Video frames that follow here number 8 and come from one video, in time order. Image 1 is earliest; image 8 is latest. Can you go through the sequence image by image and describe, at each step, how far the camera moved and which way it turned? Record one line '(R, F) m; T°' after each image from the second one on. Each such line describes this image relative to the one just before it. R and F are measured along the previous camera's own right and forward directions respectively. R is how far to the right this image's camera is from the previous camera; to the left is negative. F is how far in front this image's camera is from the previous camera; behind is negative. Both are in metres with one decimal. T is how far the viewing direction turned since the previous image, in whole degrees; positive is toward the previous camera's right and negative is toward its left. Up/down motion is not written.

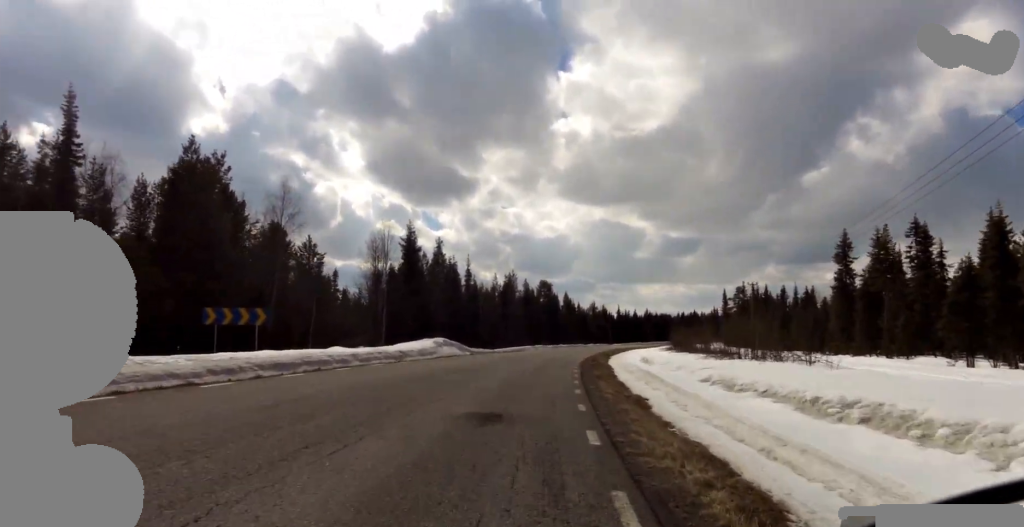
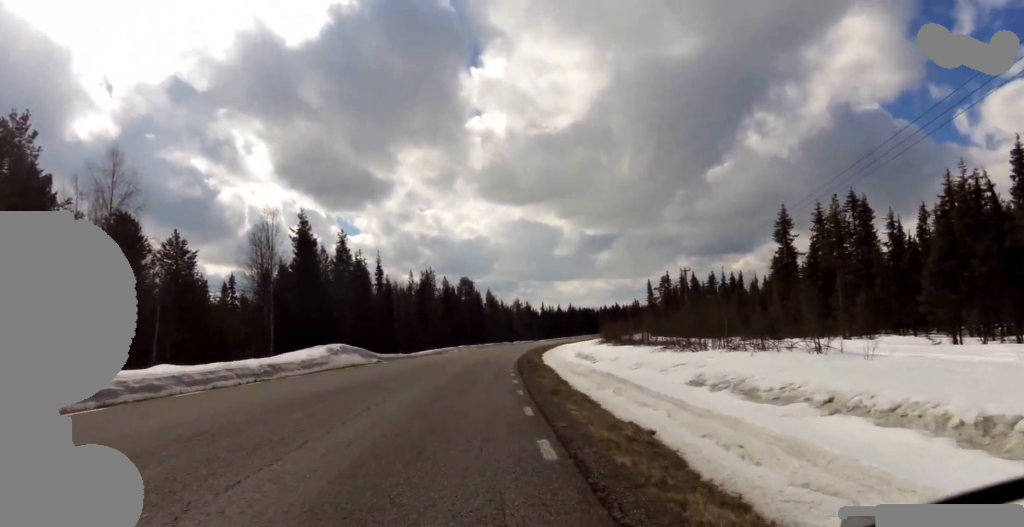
(+0.5, +7.4) m; +2°
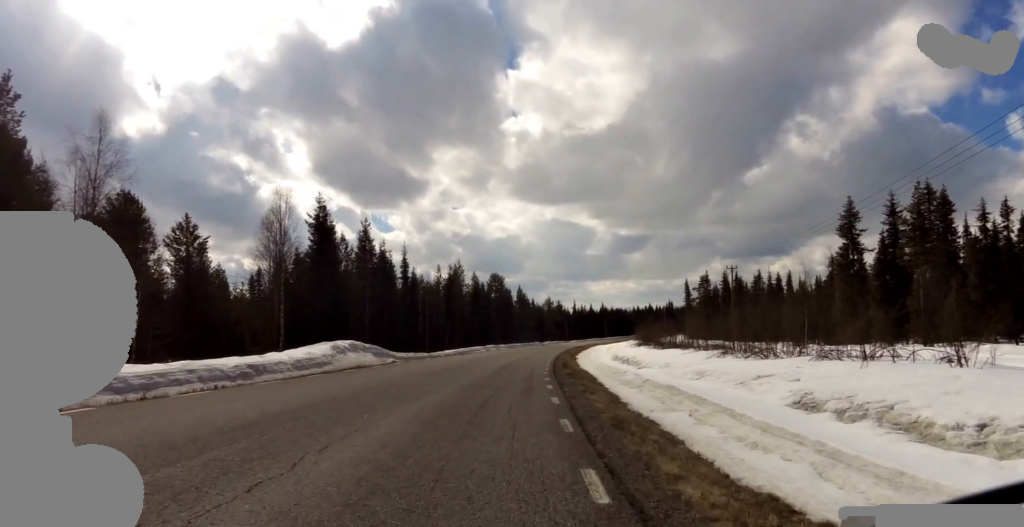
(-0.2, +4.5) m; +1°
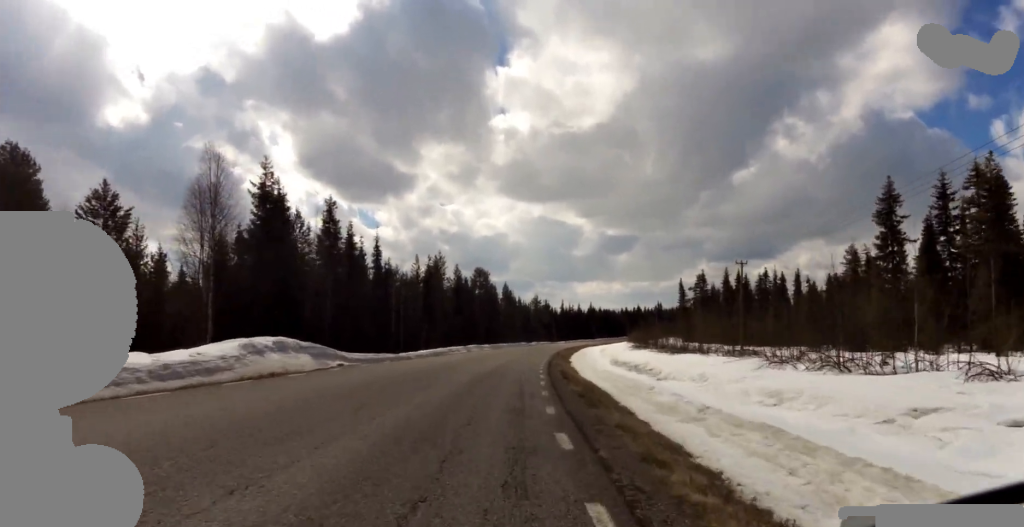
(0.0, +7.5) m; +2°
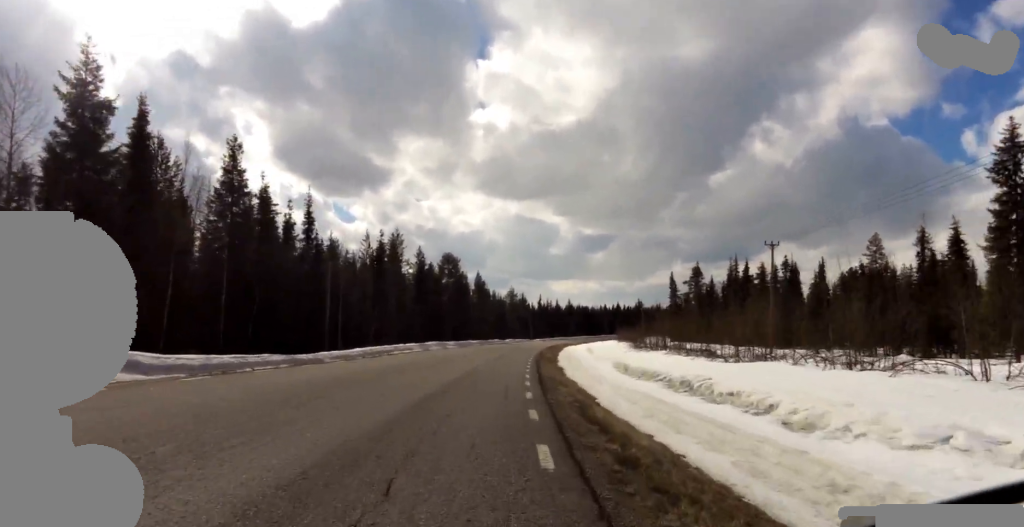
(0.0, +13.9) m; +2°
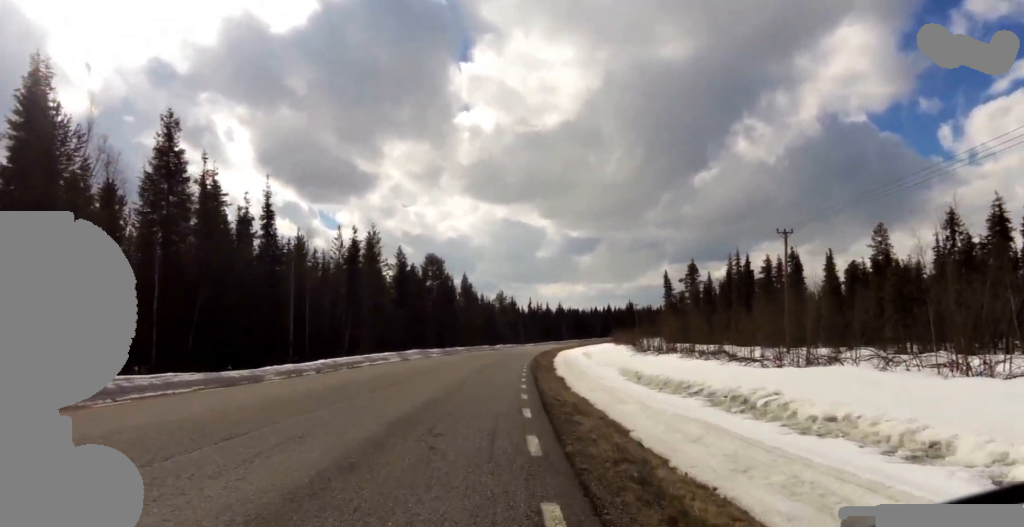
(-0.1, +5.4) m; +1°
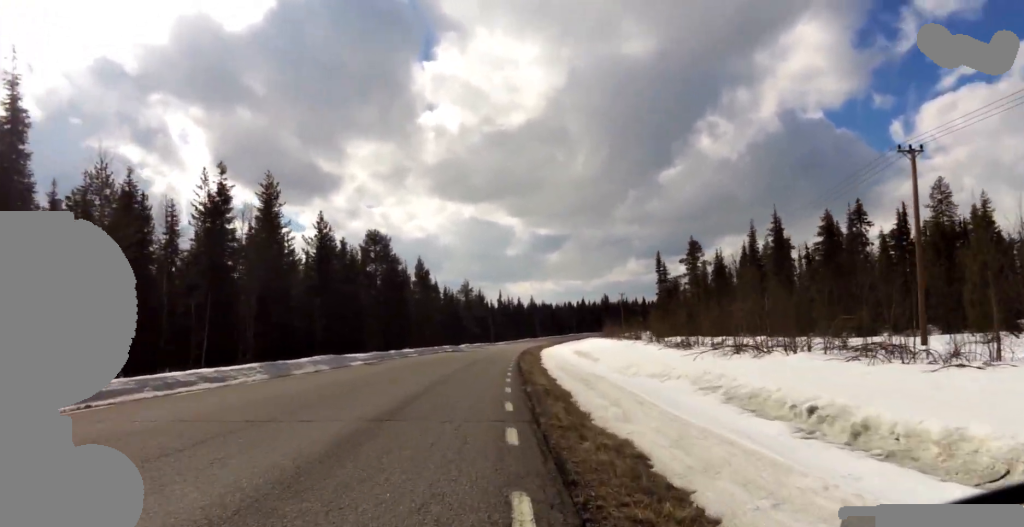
(+0.4, +18.7) m; 0°
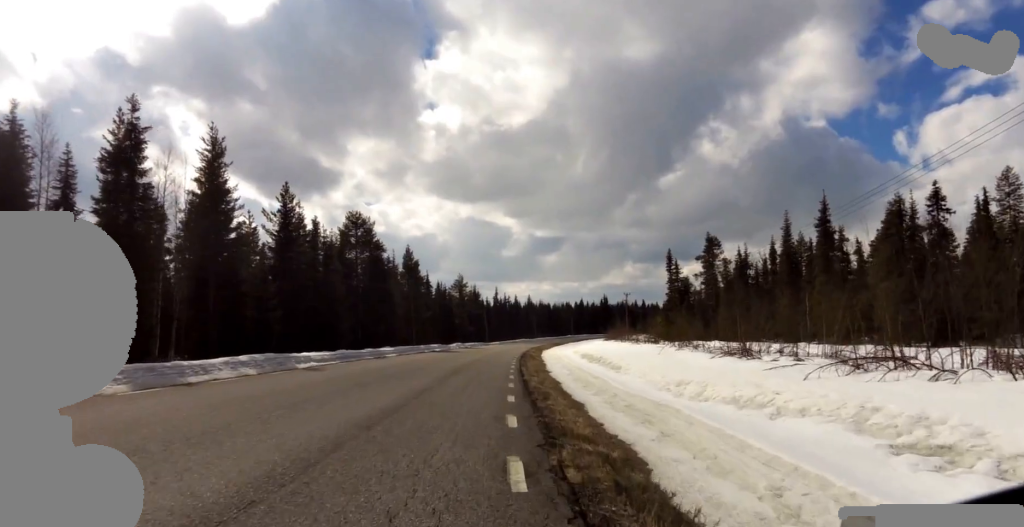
(+0.3, +7.6) m; +3°
